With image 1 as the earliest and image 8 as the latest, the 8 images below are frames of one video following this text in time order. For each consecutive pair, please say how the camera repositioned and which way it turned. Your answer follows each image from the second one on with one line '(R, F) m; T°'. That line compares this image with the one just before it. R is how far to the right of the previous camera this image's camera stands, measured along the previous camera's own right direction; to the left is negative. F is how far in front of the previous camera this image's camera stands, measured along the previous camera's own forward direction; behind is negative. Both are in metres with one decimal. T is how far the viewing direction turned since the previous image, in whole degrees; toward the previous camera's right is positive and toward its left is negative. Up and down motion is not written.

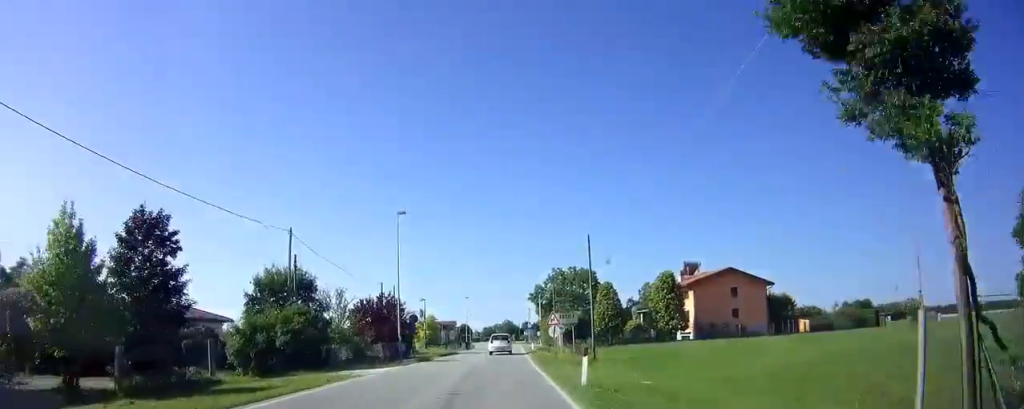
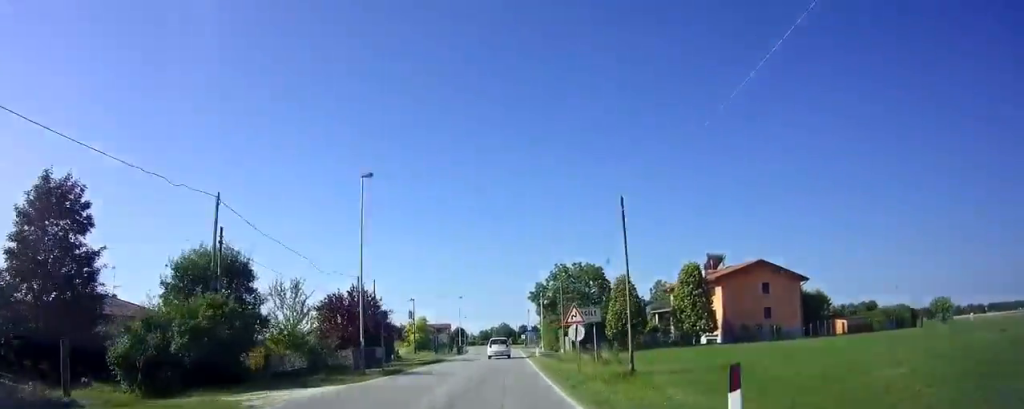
(+0.1, +8.3) m; 0°
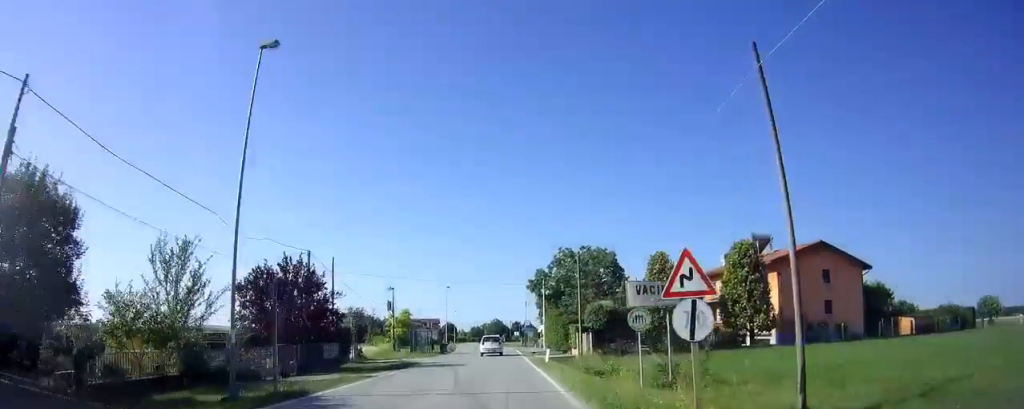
(0.0, +12.3) m; 0°
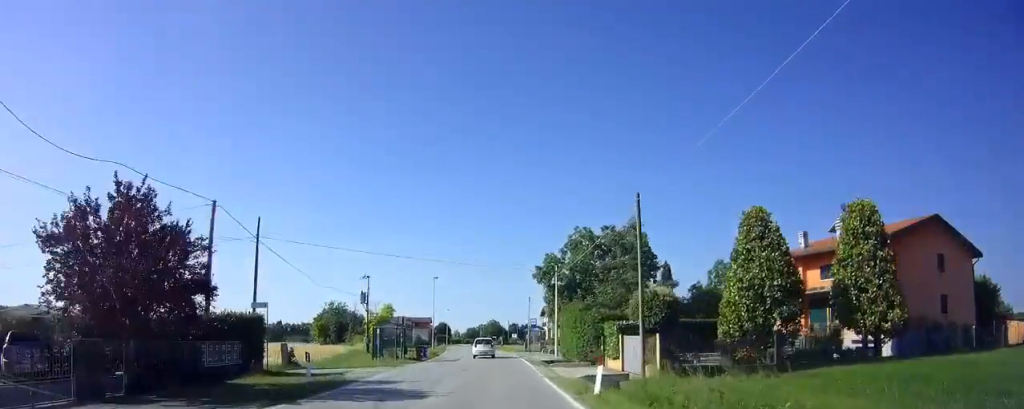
(0.0, +13.5) m; 0°
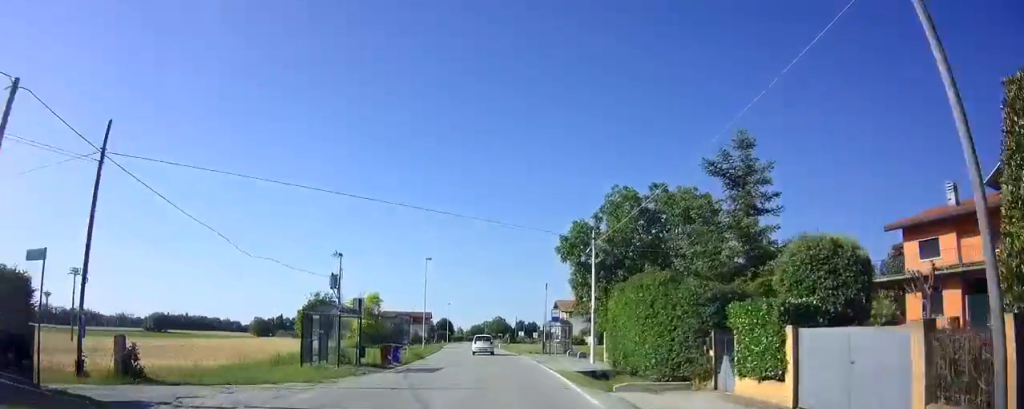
(0.0, +13.0) m; -1°
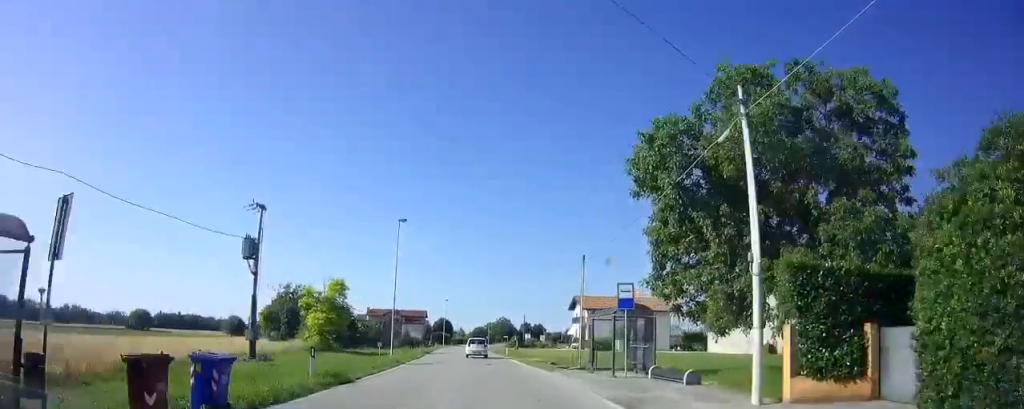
(-0.1, +18.6) m; -1°
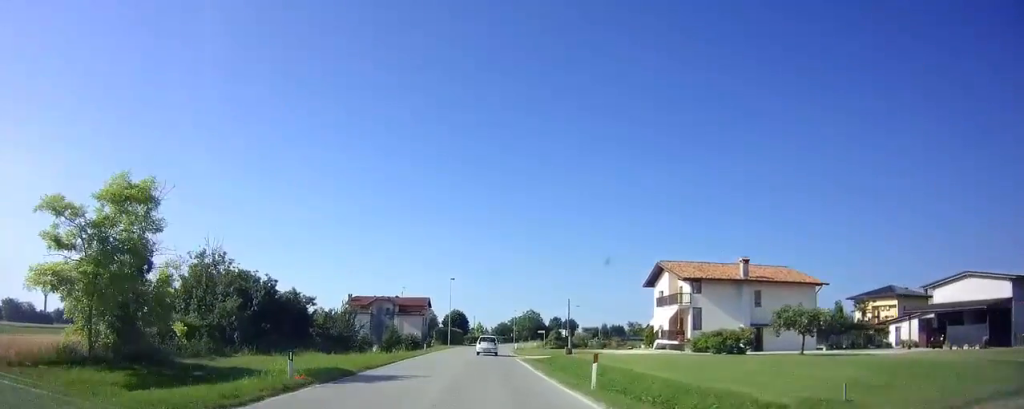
(-0.6, +33.7) m; -1°
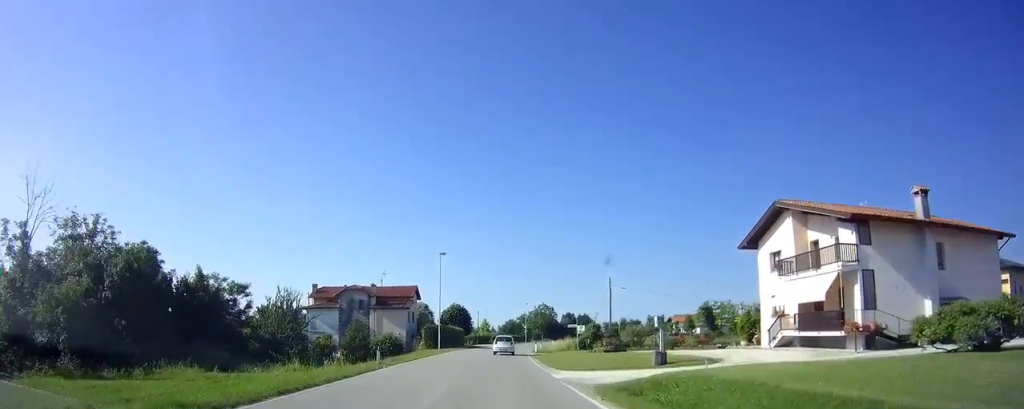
(+0.2, +22.5) m; +1°
